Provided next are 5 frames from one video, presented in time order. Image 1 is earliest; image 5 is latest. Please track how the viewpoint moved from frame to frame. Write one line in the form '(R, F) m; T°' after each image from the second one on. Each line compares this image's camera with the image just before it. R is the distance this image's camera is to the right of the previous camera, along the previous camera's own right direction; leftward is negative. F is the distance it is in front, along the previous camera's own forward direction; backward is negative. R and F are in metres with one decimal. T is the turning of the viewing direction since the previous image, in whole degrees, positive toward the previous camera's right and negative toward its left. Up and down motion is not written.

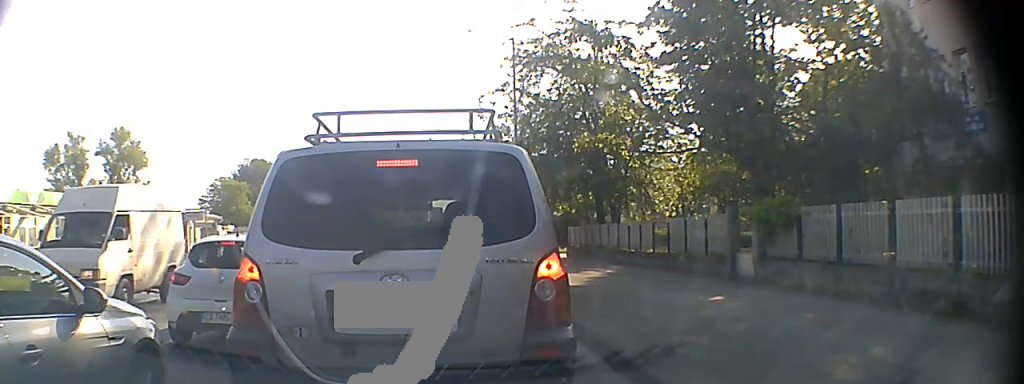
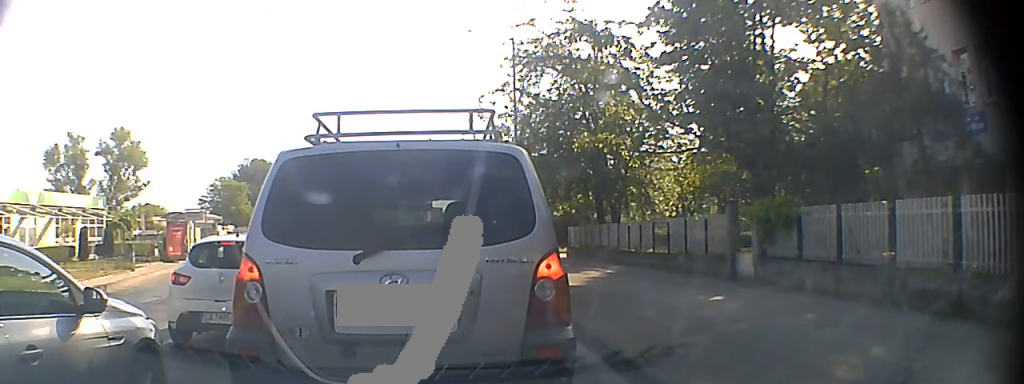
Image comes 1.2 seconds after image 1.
(0.0, +0.1) m; 0°
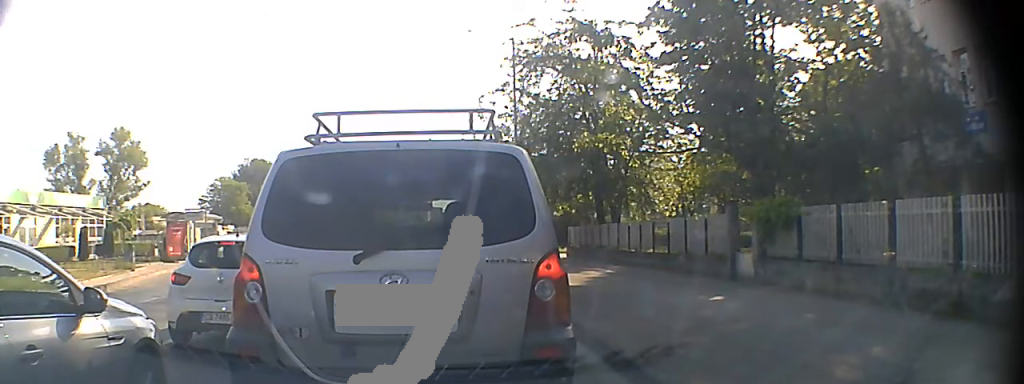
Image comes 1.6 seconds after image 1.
(0.0, +0.1) m; 0°
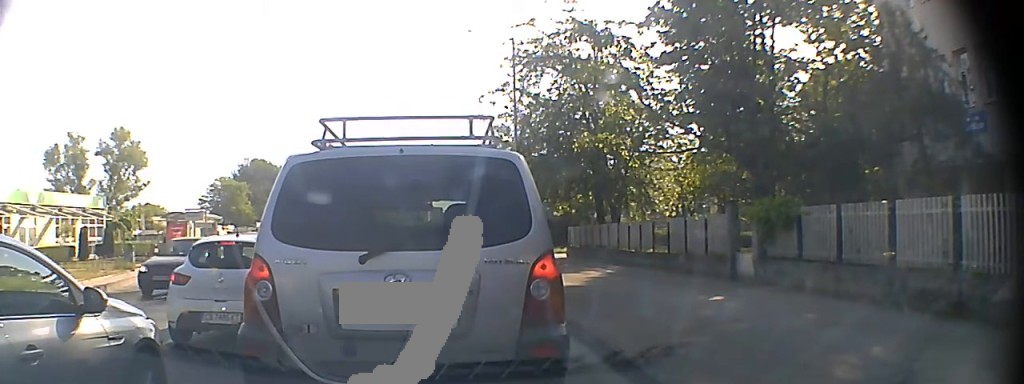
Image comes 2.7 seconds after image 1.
(+0.1, +0.9) m; +3°
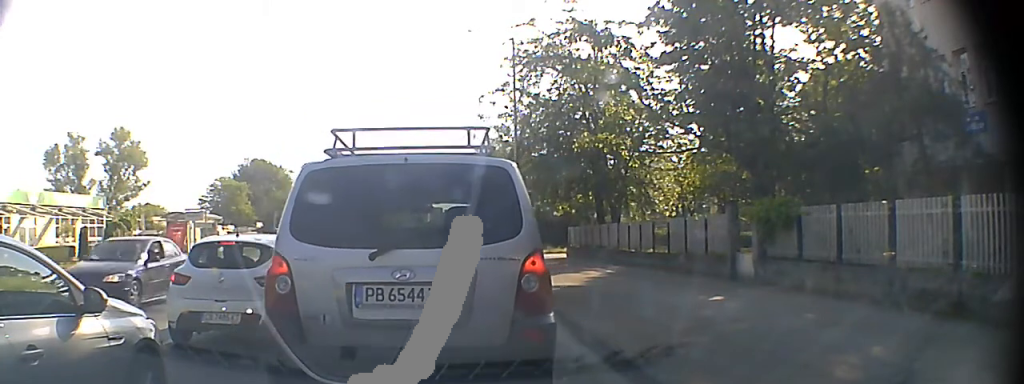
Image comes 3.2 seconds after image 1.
(0.0, +0.7) m; +1°
